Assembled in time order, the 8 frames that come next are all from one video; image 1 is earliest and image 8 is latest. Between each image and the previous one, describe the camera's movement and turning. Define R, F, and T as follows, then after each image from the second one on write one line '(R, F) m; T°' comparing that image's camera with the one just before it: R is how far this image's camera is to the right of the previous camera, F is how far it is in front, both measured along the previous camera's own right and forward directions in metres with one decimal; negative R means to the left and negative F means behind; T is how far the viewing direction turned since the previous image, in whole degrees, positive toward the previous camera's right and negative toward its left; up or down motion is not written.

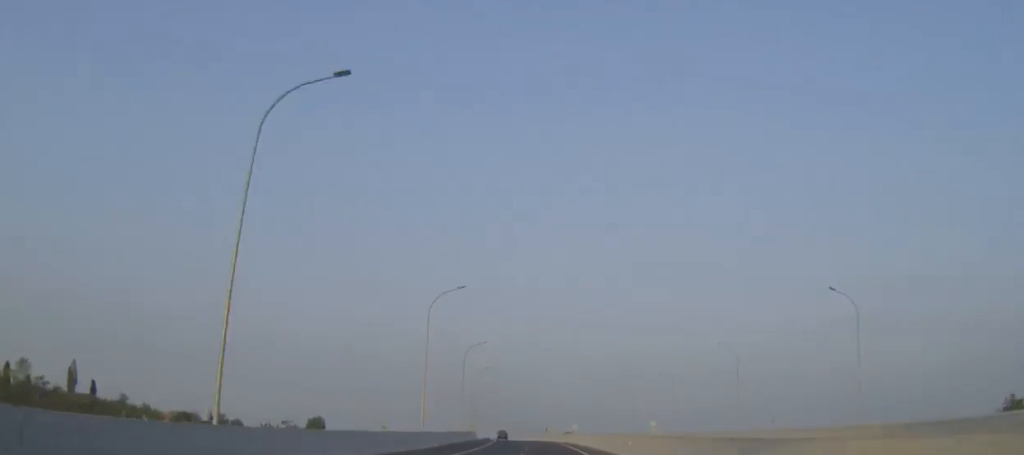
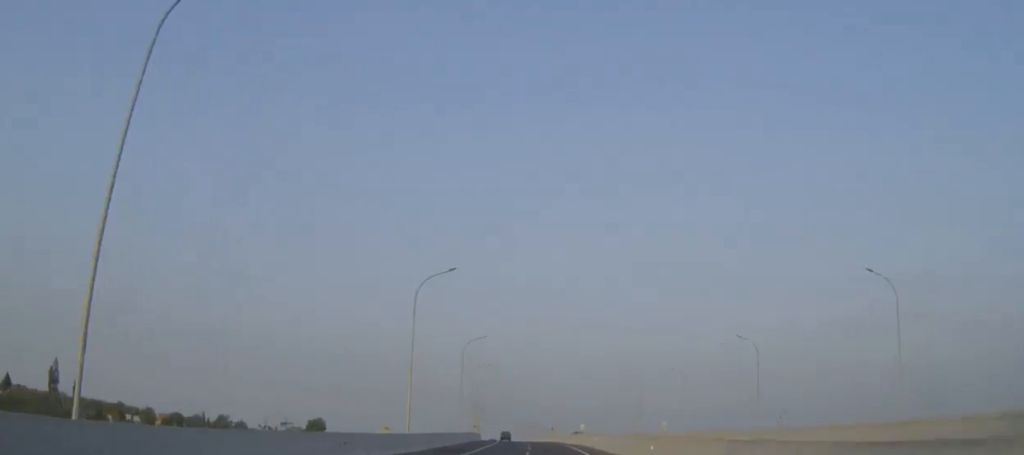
(0.0, +7.1) m; 0°
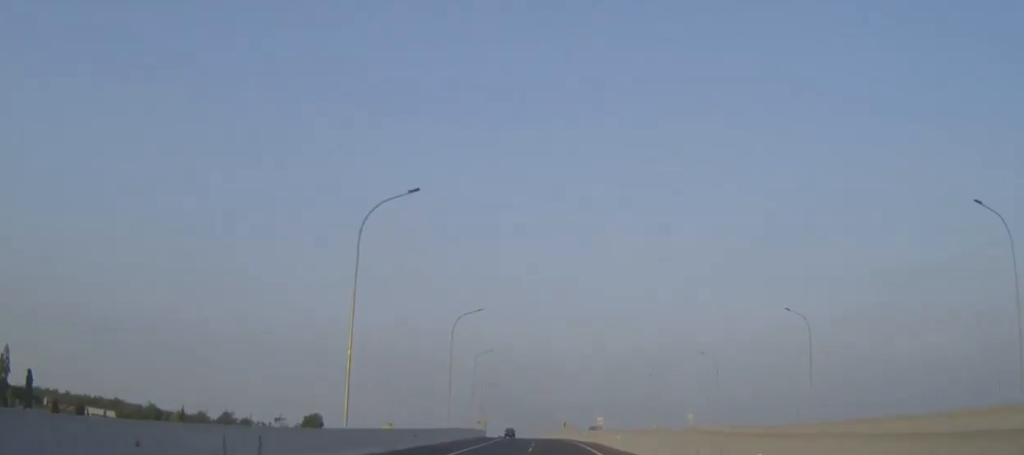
(-0.2, +16.0) m; -1°
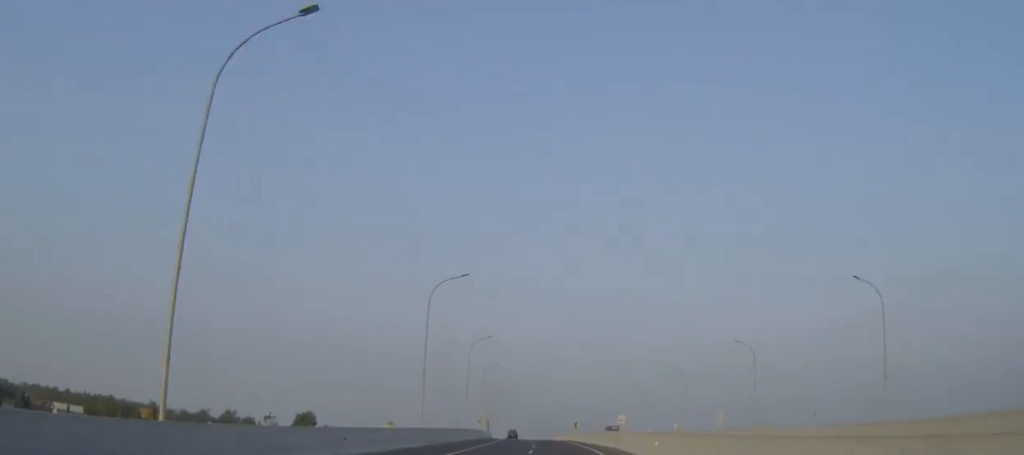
(-0.1, +16.5) m; -1°
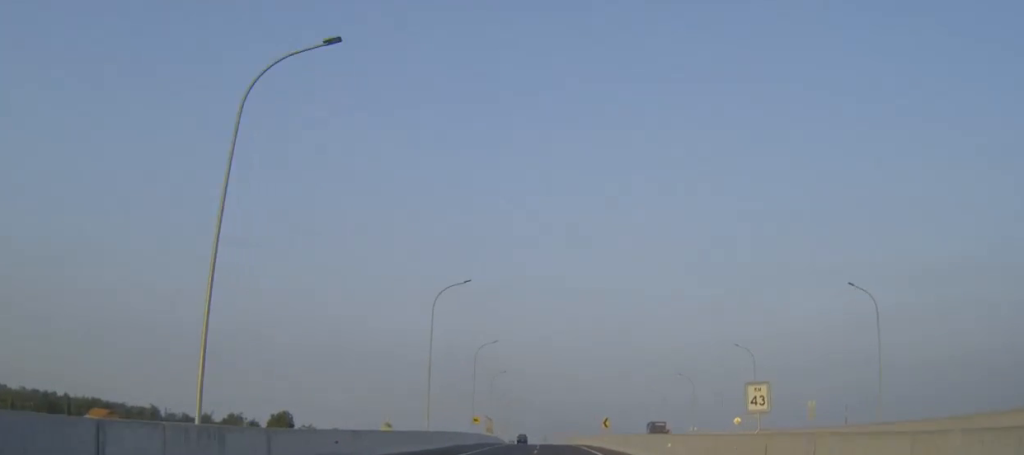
(-0.5, +33.5) m; -2°
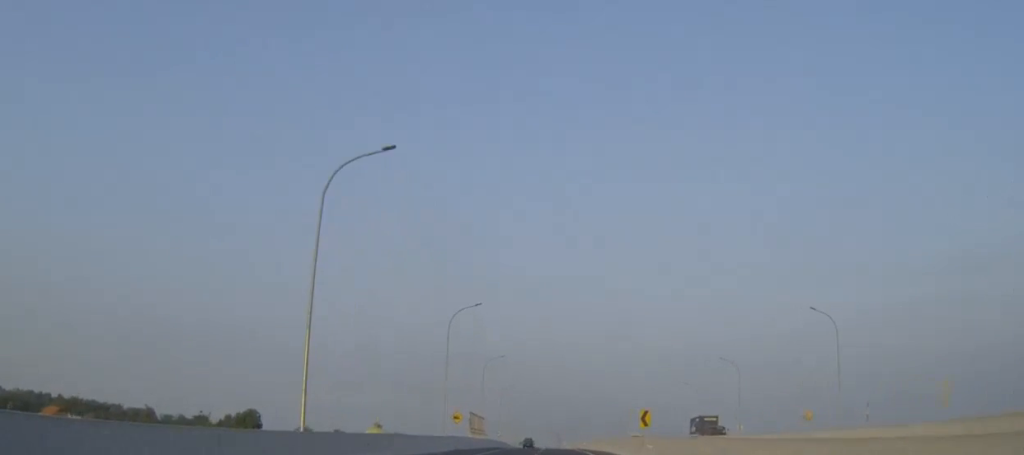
(-0.2, +26.6) m; -1°
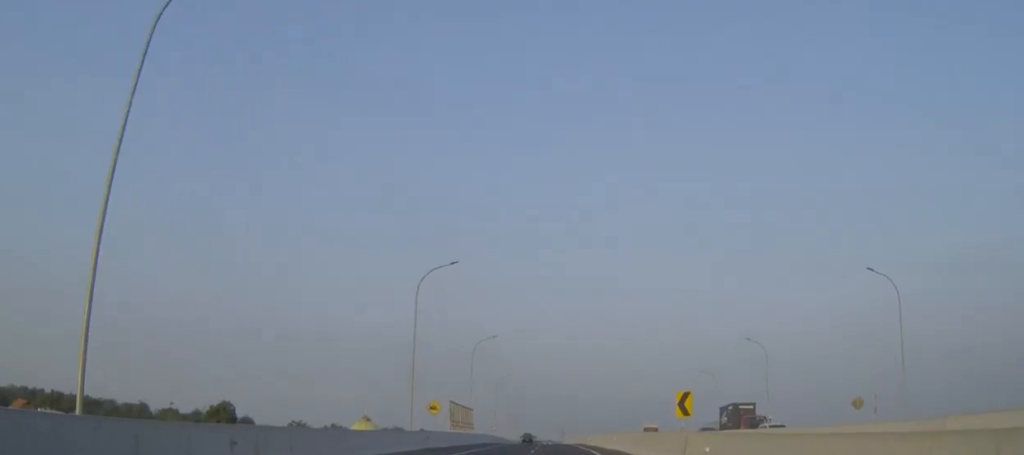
(0.0, +13.6) m; 0°
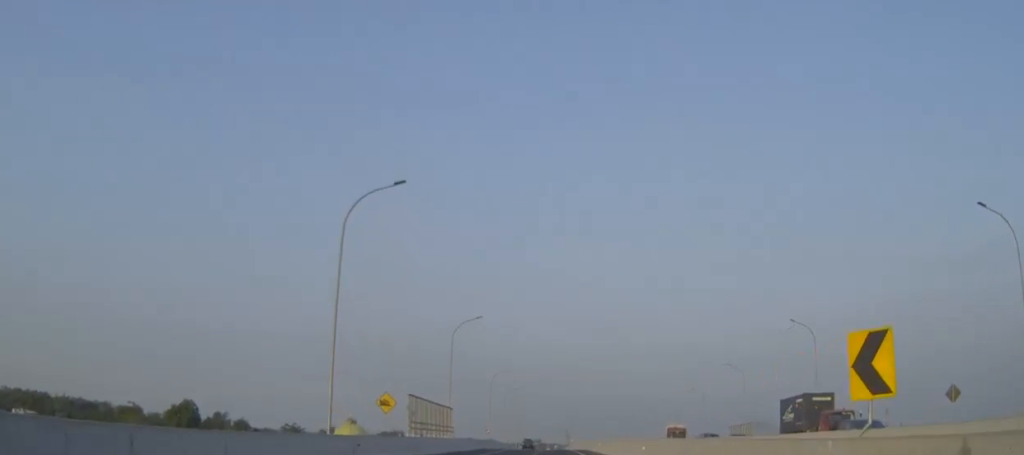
(-0.1, +16.9) m; -1°
